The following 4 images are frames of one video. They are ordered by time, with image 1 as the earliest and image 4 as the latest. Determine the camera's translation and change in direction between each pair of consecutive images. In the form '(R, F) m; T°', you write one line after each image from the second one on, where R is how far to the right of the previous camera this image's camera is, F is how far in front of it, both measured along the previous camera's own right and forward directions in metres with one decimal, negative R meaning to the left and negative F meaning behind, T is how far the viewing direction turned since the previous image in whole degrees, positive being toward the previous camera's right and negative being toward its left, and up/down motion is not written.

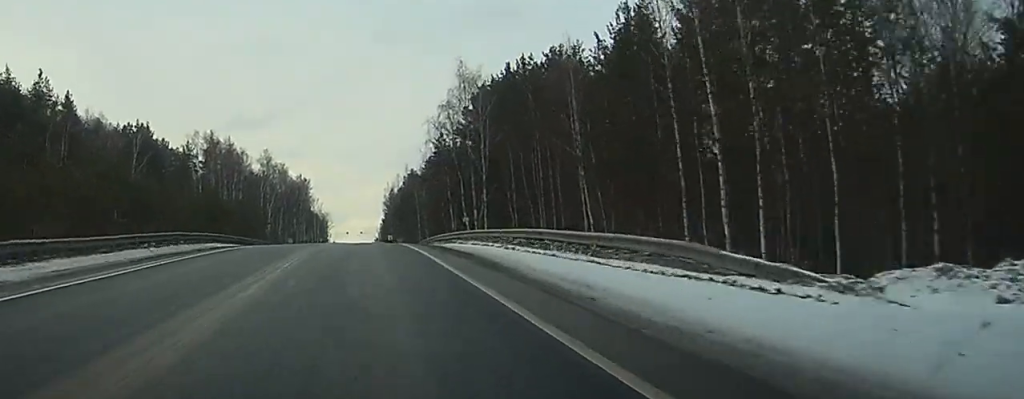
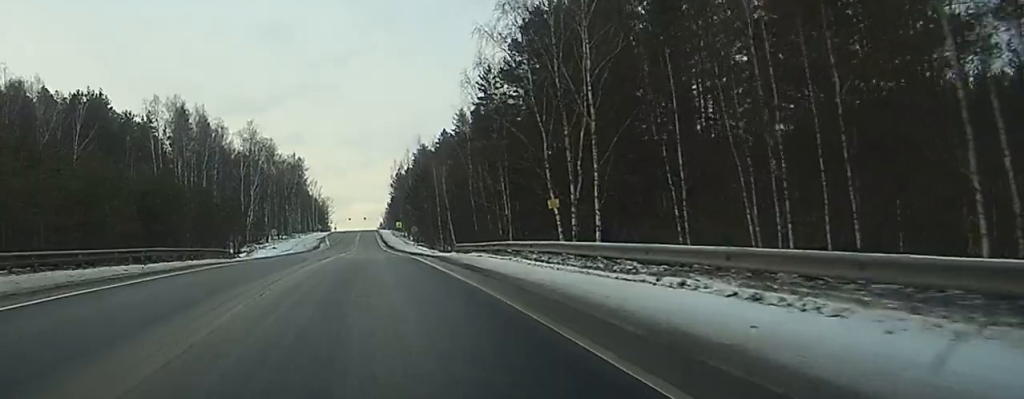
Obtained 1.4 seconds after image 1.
(+0.9, +35.7) m; +2°
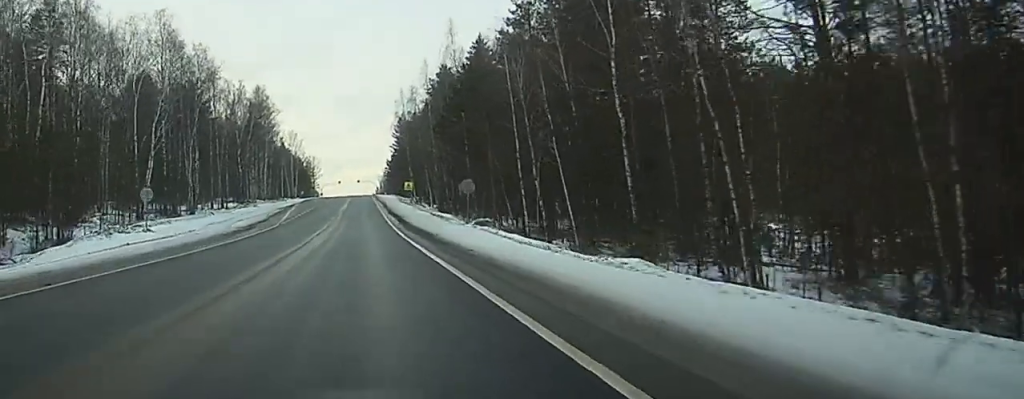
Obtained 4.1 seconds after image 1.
(-1.7, +75.0) m; -3°
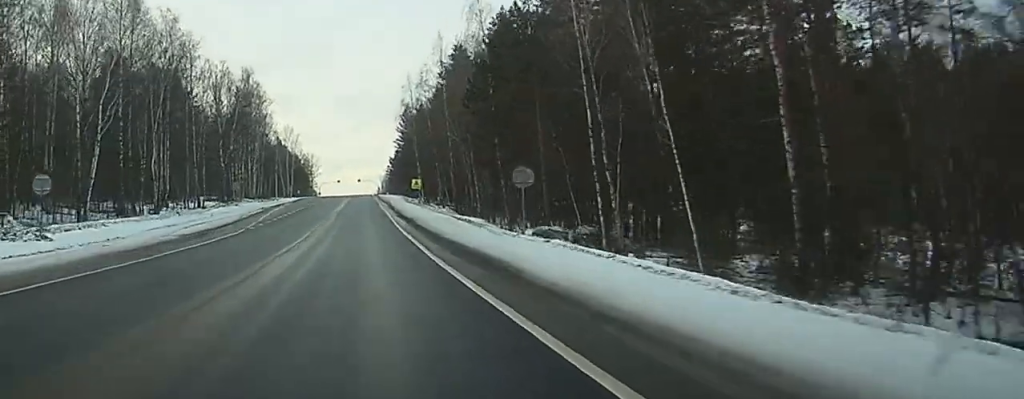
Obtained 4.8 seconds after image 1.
(-0.2, +19.3) m; 0°
